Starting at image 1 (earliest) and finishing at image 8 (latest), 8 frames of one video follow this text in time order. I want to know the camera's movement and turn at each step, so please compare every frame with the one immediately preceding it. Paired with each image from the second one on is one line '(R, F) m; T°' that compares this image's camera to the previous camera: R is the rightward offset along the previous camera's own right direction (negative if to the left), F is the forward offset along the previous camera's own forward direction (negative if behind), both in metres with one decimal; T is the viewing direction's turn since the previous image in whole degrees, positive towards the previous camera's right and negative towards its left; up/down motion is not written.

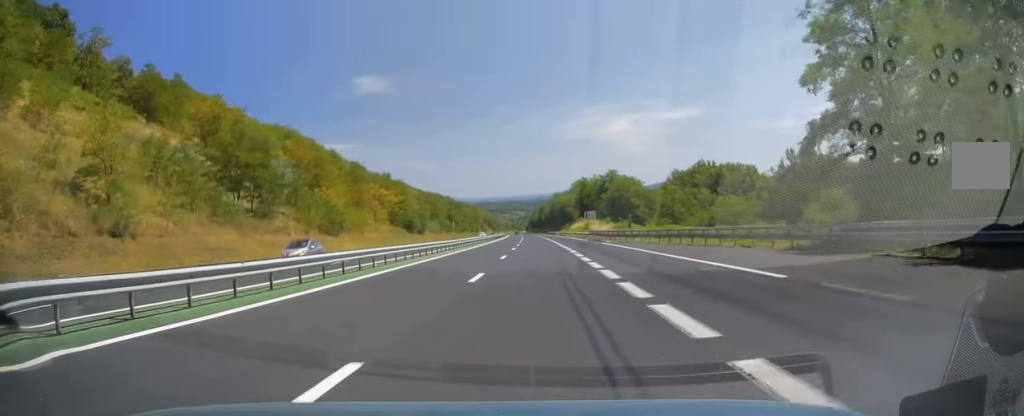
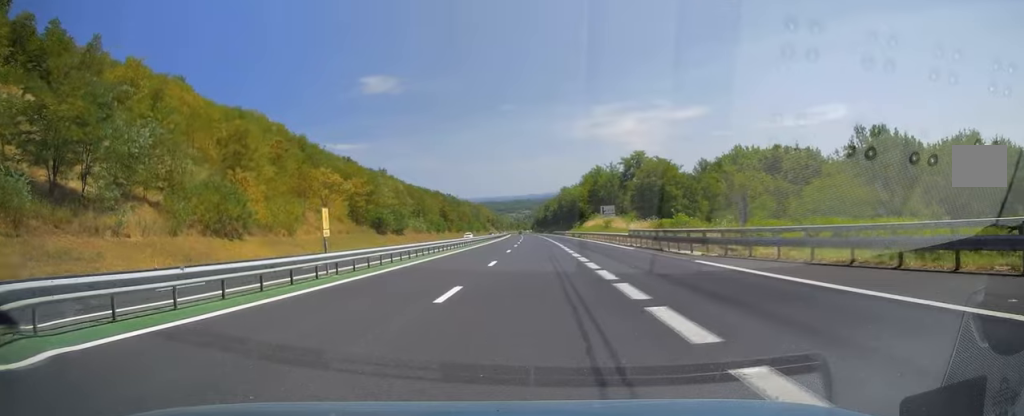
(-0.6, +30.4) m; -1°
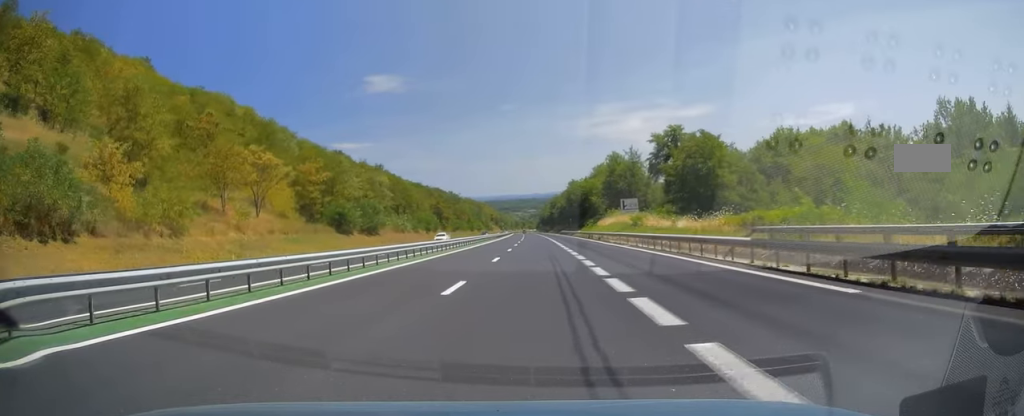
(+0.3, +24.5) m; -1°
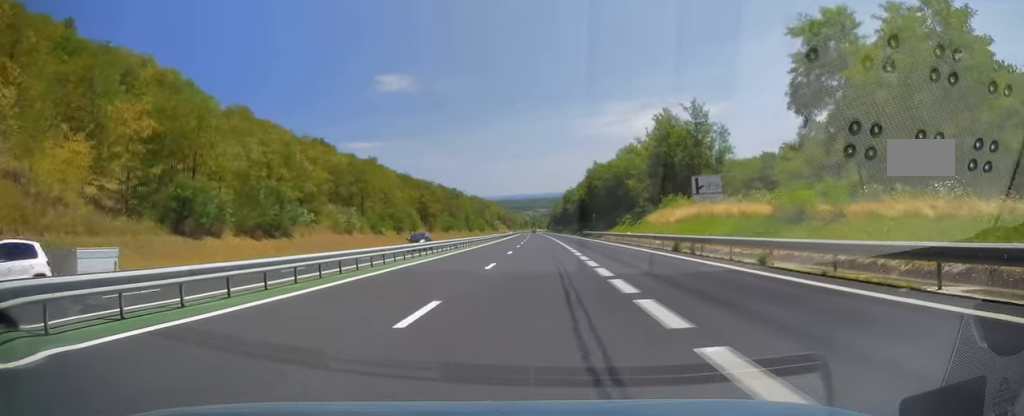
(-0.9, +43.2) m; -2°
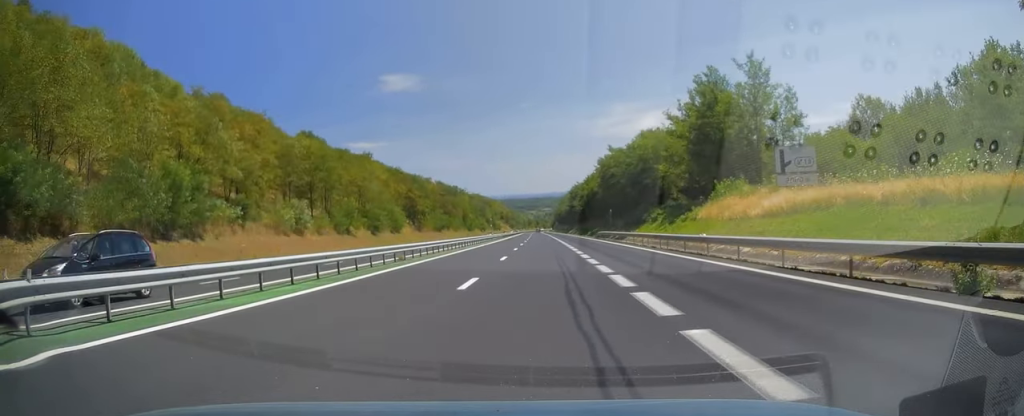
(0.0, +20.5) m; 0°
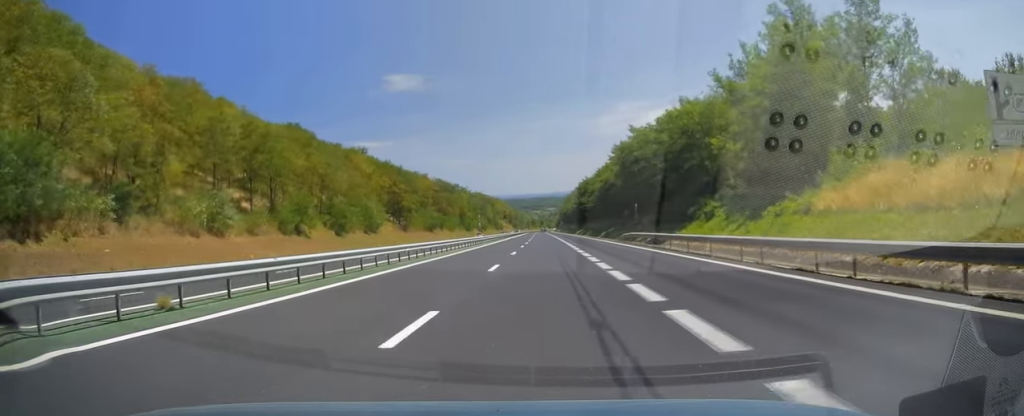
(0.0, +19.8) m; 0°
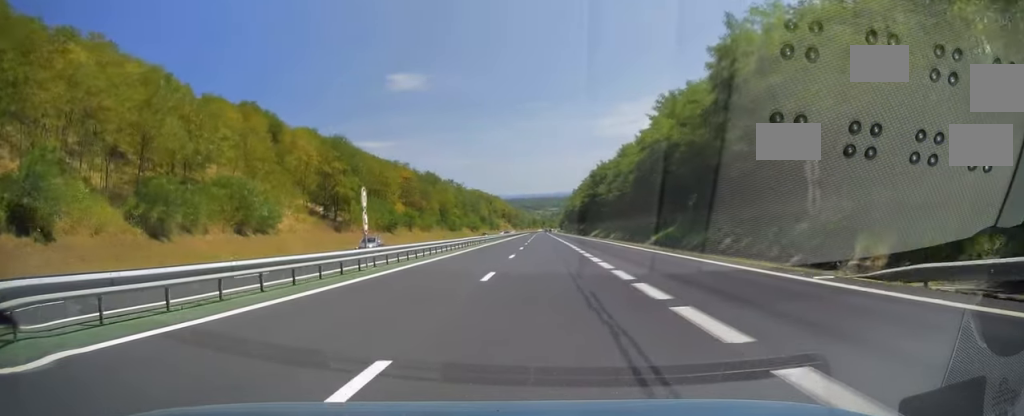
(0.0, +42.7) m; 0°
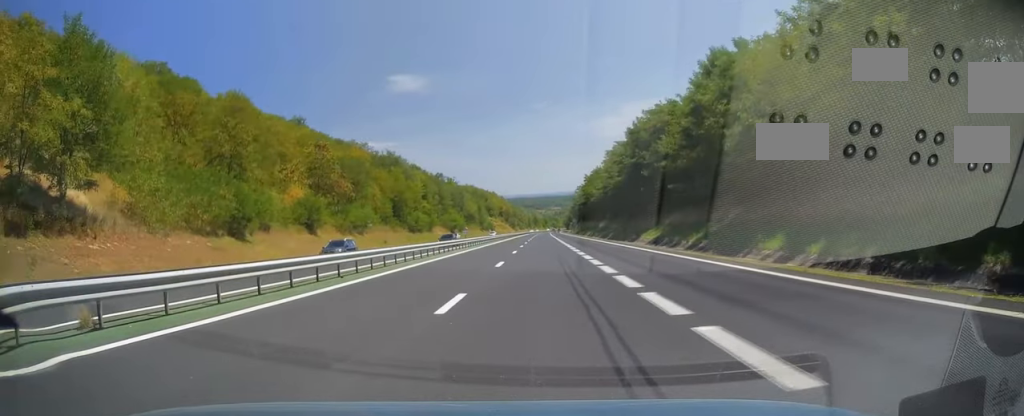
(-0.6, +57.8) m; 0°
